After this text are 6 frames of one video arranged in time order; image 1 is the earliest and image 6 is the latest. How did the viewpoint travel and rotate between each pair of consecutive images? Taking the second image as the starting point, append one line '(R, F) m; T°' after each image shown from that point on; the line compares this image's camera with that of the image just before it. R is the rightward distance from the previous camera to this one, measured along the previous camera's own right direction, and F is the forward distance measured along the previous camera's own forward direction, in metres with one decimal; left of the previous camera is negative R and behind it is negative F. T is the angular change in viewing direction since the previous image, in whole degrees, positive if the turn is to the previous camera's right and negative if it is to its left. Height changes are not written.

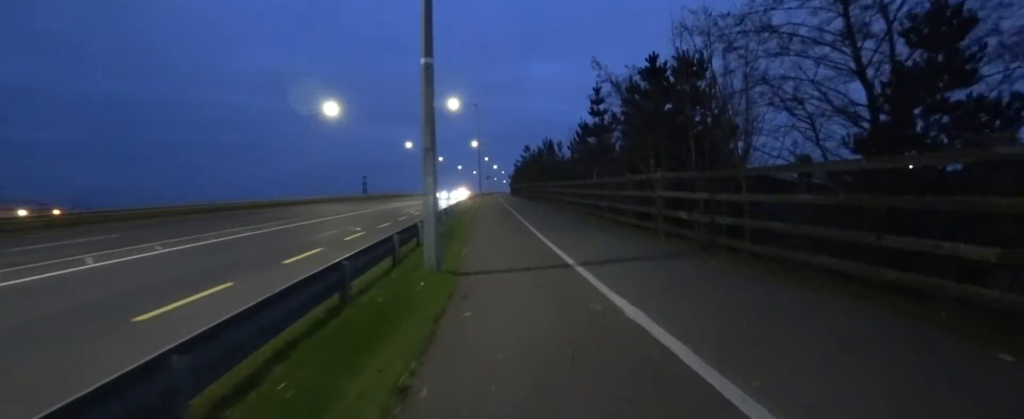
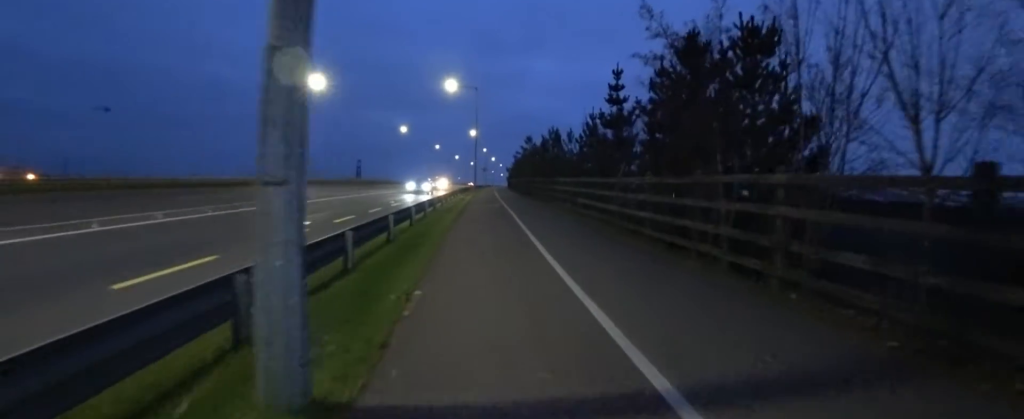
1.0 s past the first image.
(-0.1, +4.2) m; -1°
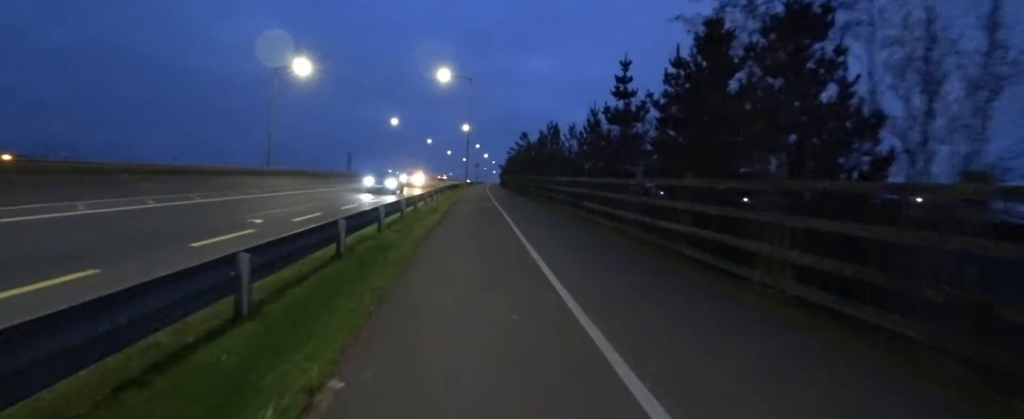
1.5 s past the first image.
(0.0, +2.3) m; 0°
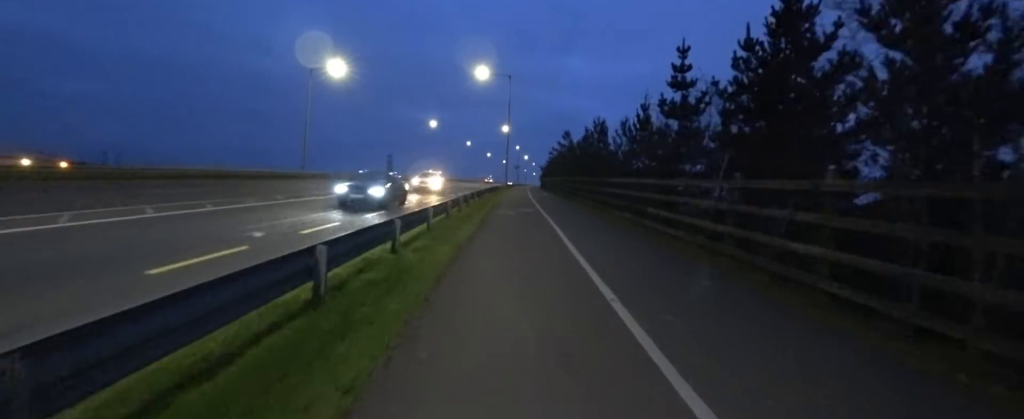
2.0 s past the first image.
(0.0, +2.0) m; 0°
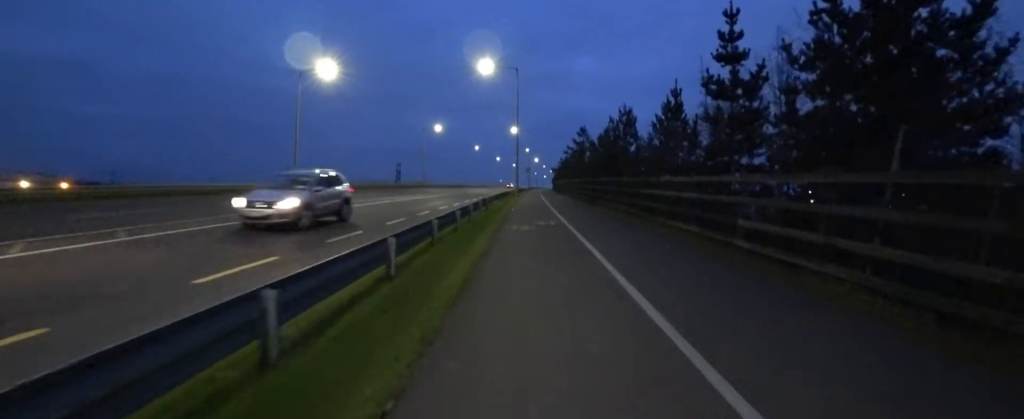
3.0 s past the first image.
(0.0, +3.7) m; 0°
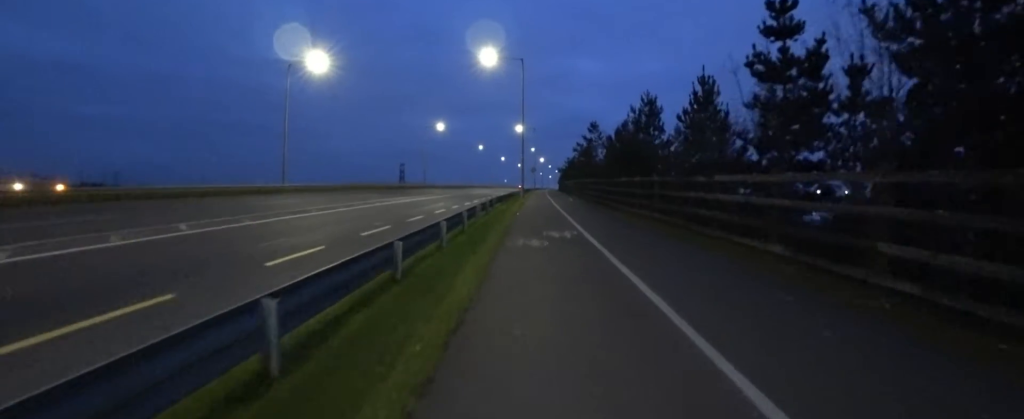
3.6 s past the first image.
(0.0, +2.7) m; 0°
